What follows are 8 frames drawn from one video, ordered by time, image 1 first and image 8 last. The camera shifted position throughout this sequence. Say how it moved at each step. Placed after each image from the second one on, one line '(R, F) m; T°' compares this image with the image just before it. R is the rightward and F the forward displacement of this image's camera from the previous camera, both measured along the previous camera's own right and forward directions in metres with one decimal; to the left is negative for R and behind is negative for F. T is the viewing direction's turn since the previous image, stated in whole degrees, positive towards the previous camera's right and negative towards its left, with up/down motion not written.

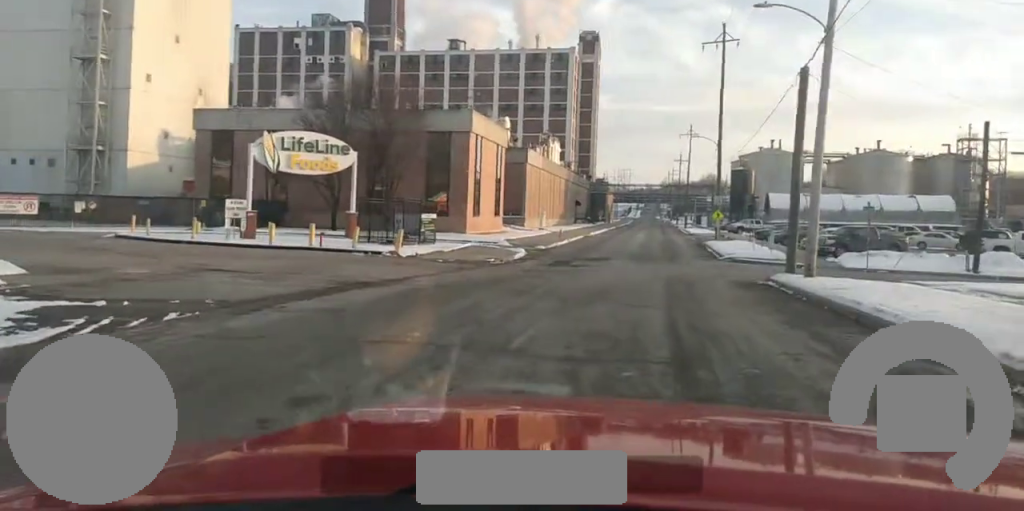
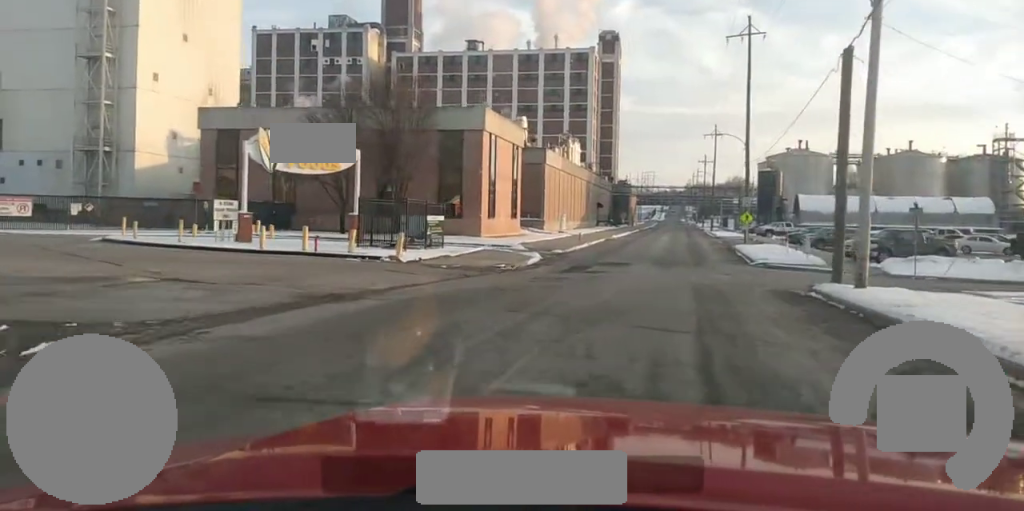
(0.0, +2.8) m; 0°
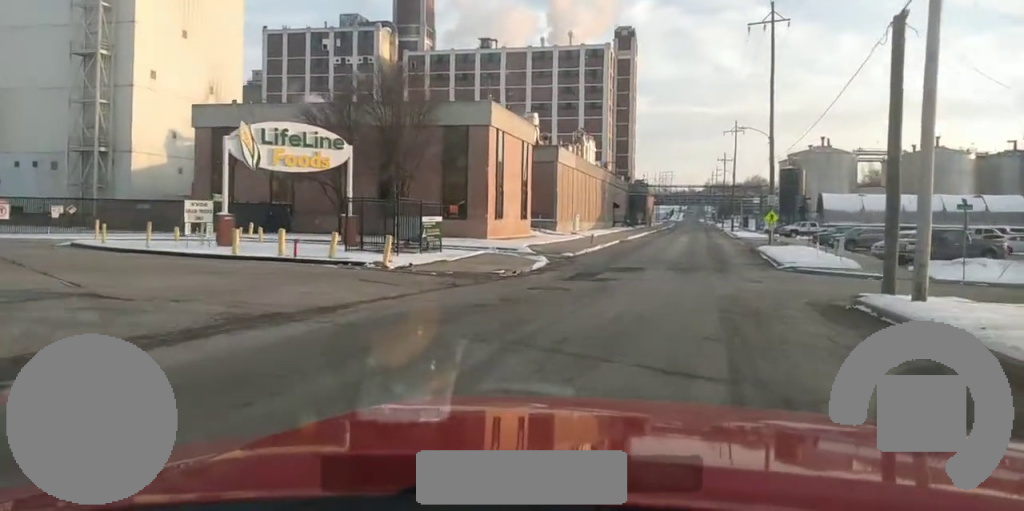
(0.0, +3.0) m; 0°
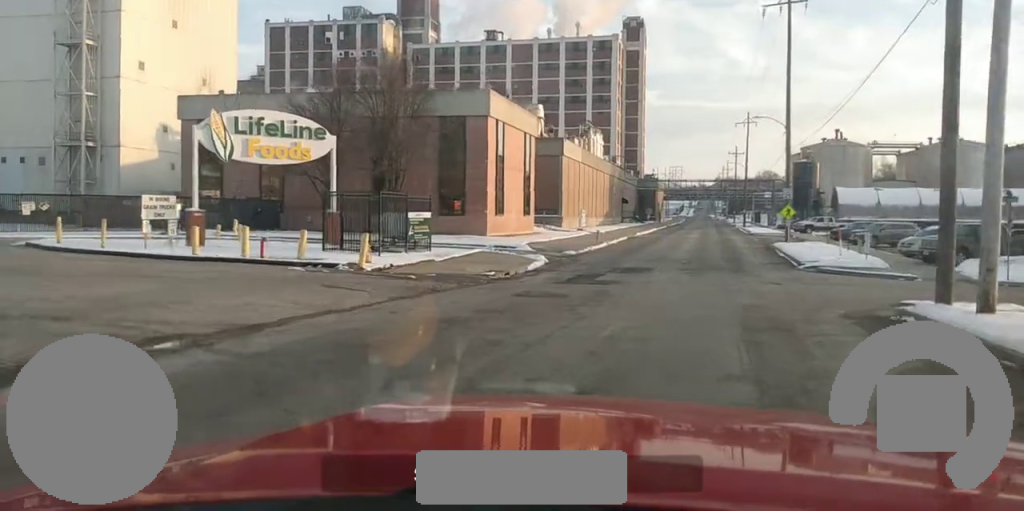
(0.0, +2.8) m; 0°
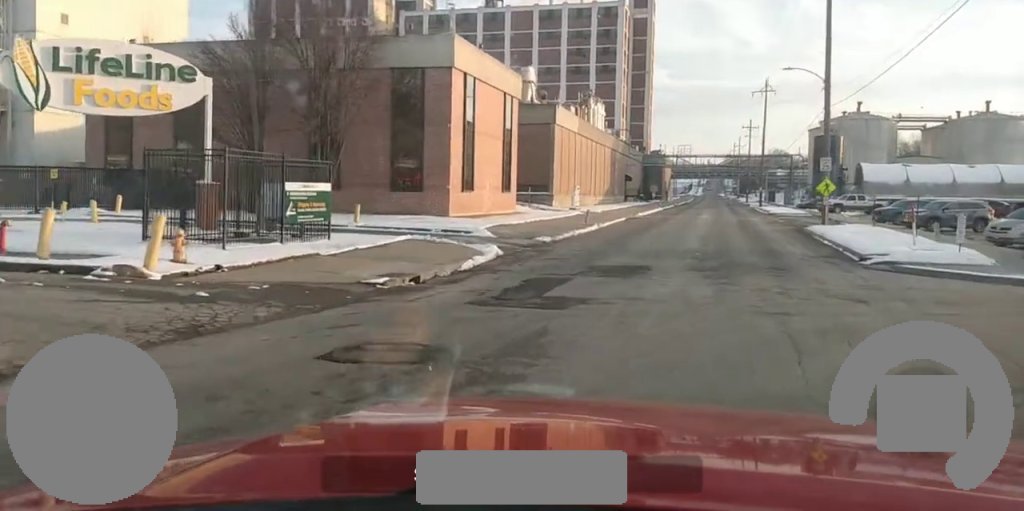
(0.0, +10.0) m; 0°
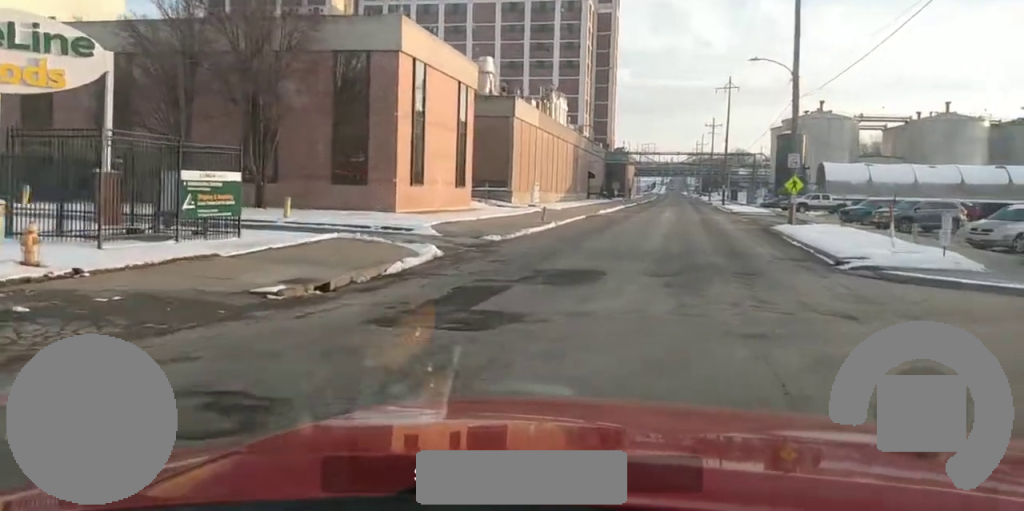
(0.0, +3.1) m; 0°
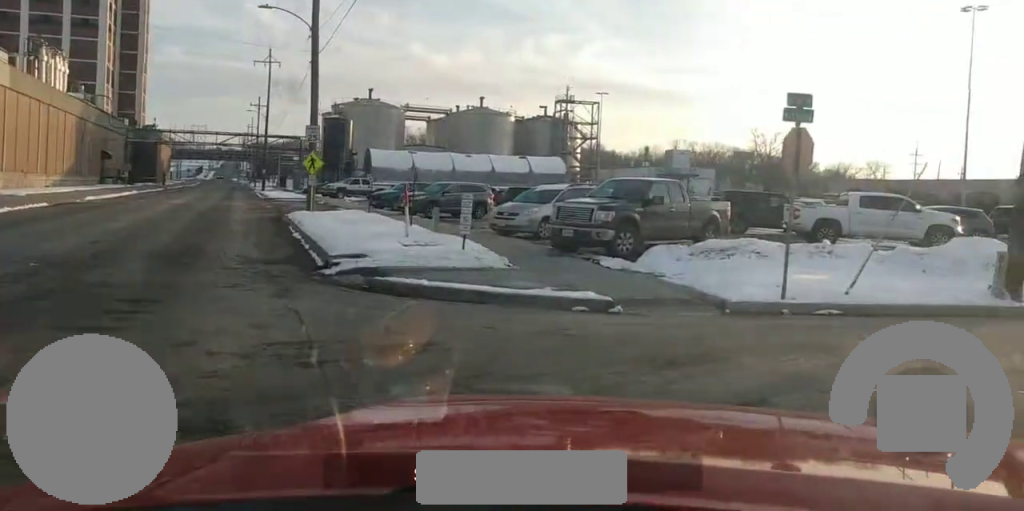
(0.0, +10.6) m; +28°
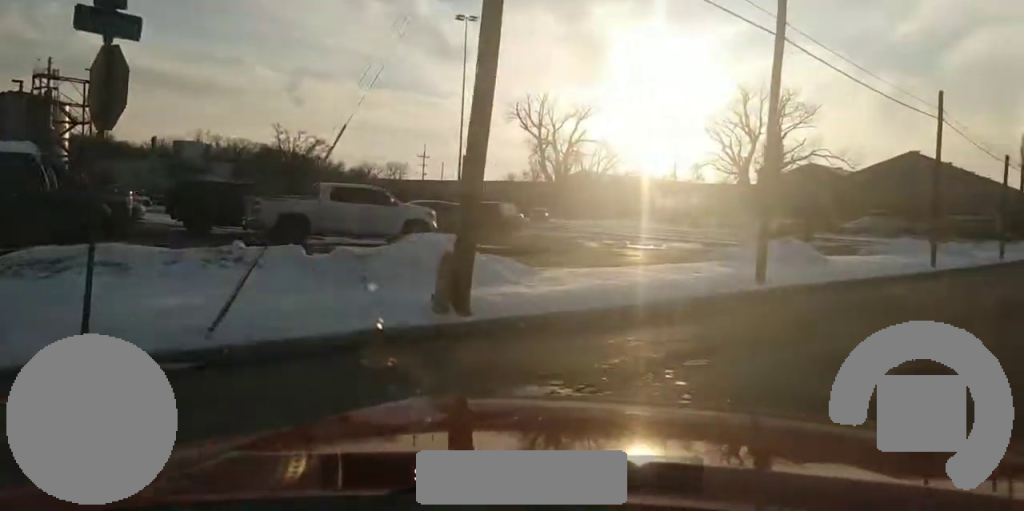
(+3.9, +5.5) m; +47°
